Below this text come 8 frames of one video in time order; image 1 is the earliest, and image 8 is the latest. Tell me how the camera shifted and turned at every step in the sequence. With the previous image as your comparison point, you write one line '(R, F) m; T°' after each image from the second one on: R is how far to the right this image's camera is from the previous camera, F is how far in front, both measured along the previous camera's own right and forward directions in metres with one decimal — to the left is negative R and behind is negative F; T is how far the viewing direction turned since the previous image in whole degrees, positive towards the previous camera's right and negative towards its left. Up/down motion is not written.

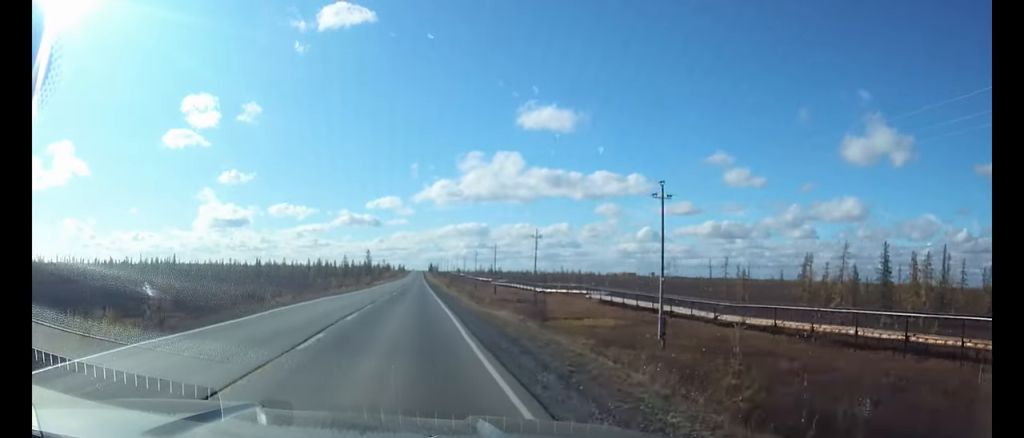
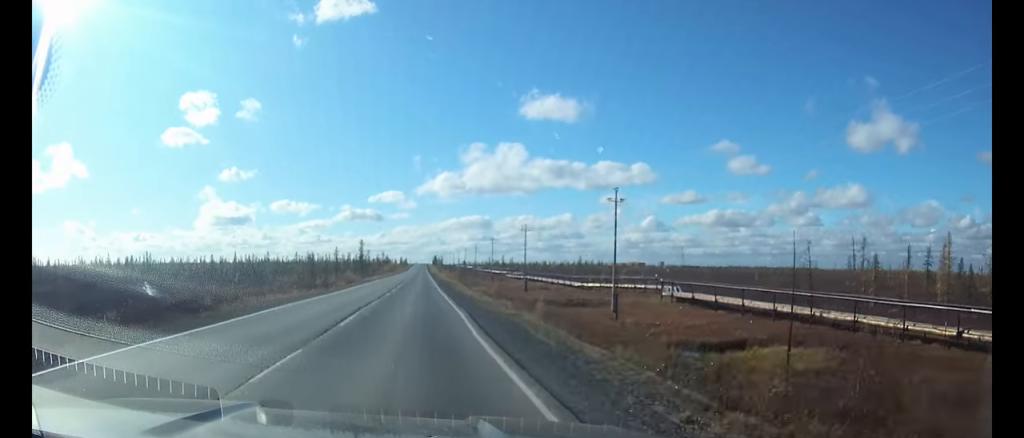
(-0.1, +34.5) m; 0°
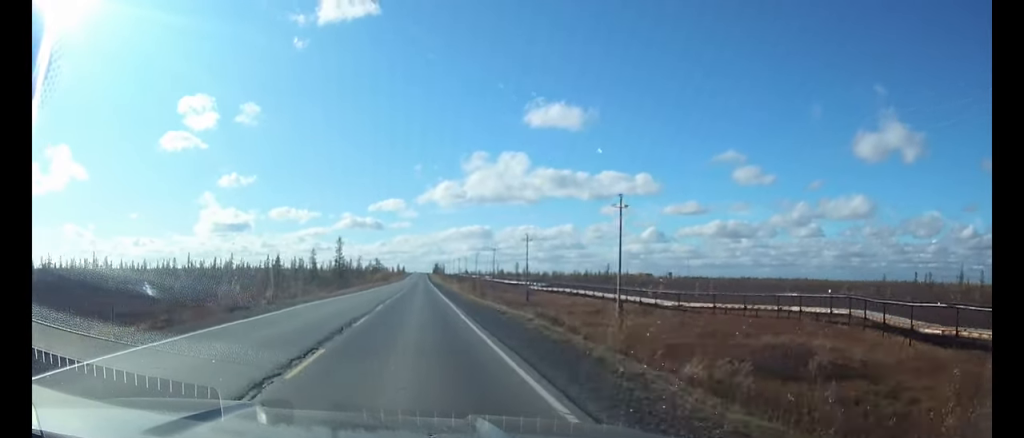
(-0.1, +48.2) m; 0°
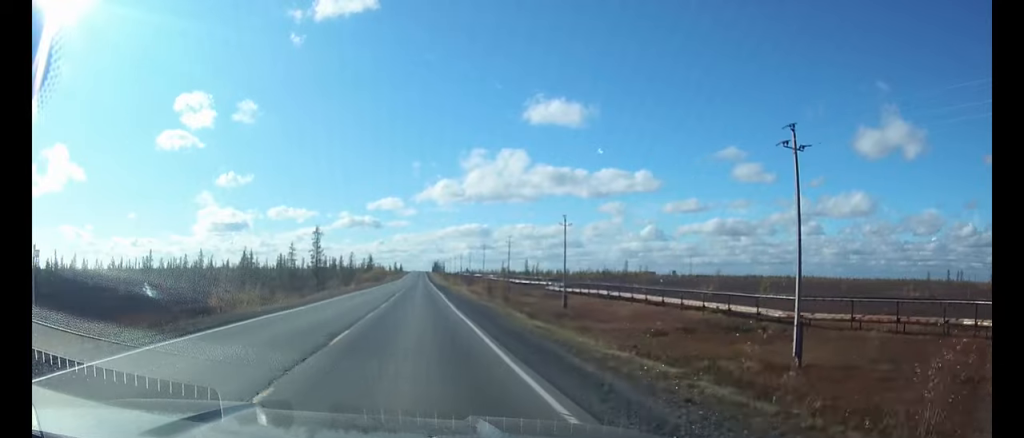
(0.0, +26.6) m; 0°
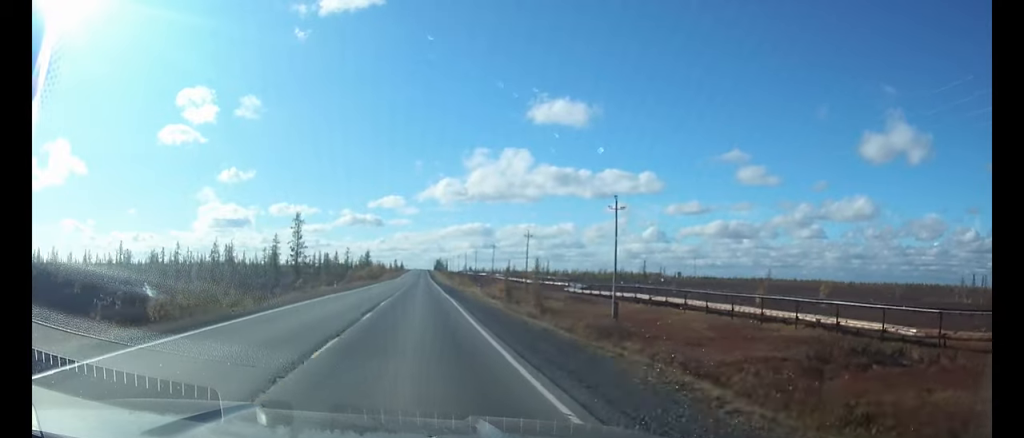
(0.0, +18.5) m; 0°
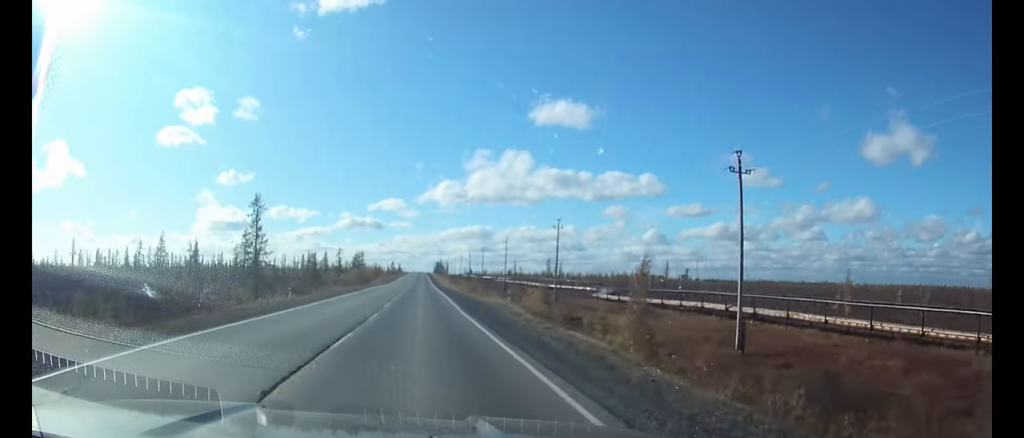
(0.0, +22.4) m; 0°
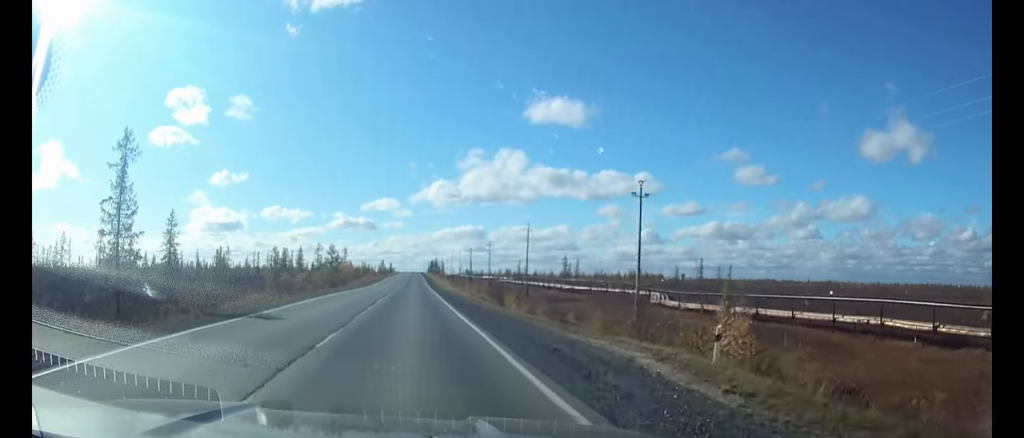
(0.0, +32.2) m; 0°
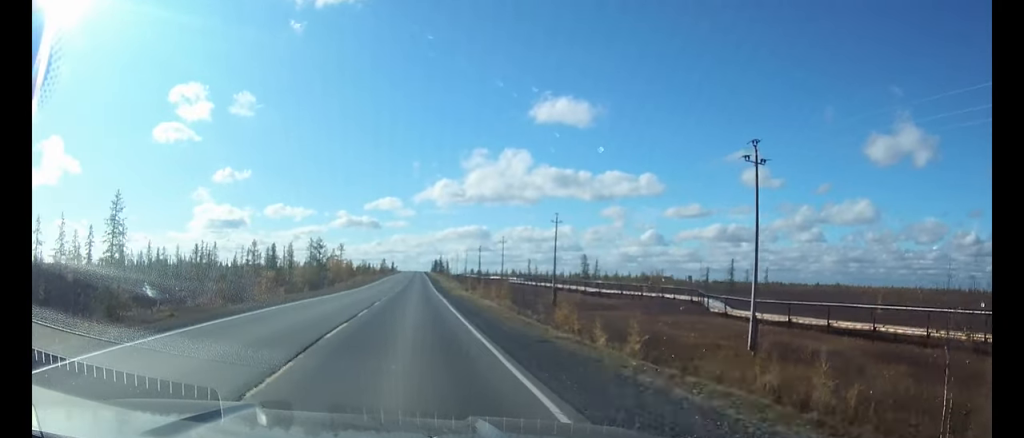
(0.0, +16.5) m; 0°
